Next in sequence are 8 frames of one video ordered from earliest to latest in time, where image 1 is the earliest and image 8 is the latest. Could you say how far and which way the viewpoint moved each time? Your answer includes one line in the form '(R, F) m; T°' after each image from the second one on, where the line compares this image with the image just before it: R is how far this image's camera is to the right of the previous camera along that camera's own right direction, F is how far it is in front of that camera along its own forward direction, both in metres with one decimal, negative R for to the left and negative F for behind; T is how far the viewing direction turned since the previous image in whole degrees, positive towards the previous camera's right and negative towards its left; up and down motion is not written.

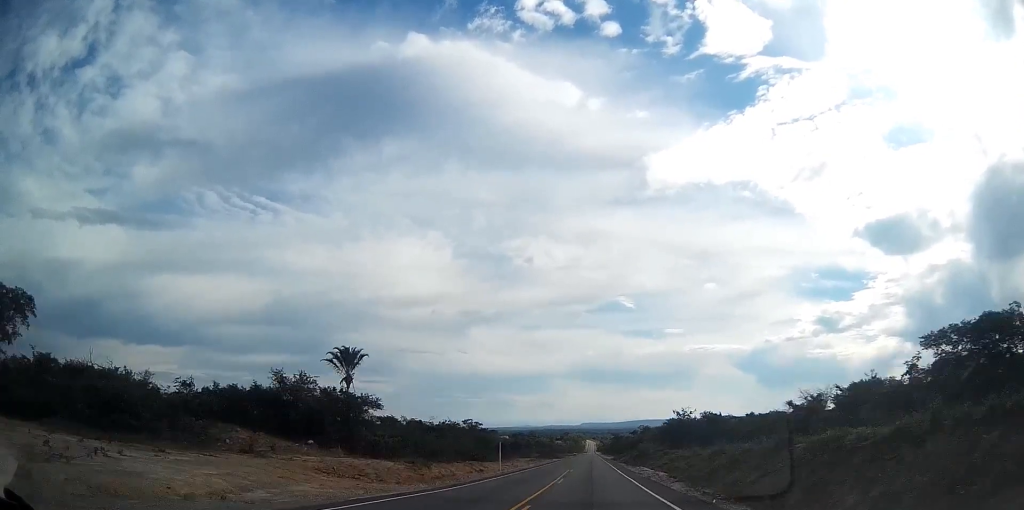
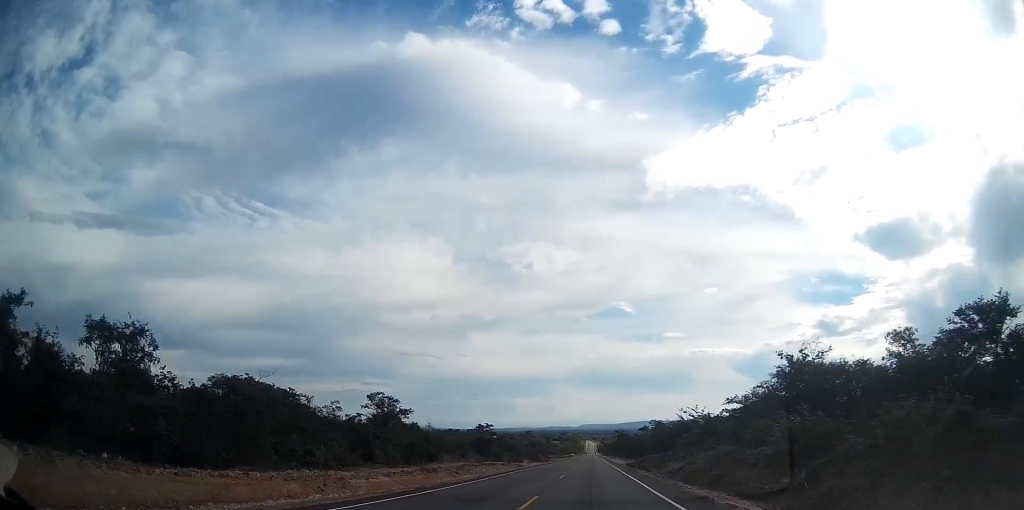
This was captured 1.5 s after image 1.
(-0.1, +59.9) m; 0°
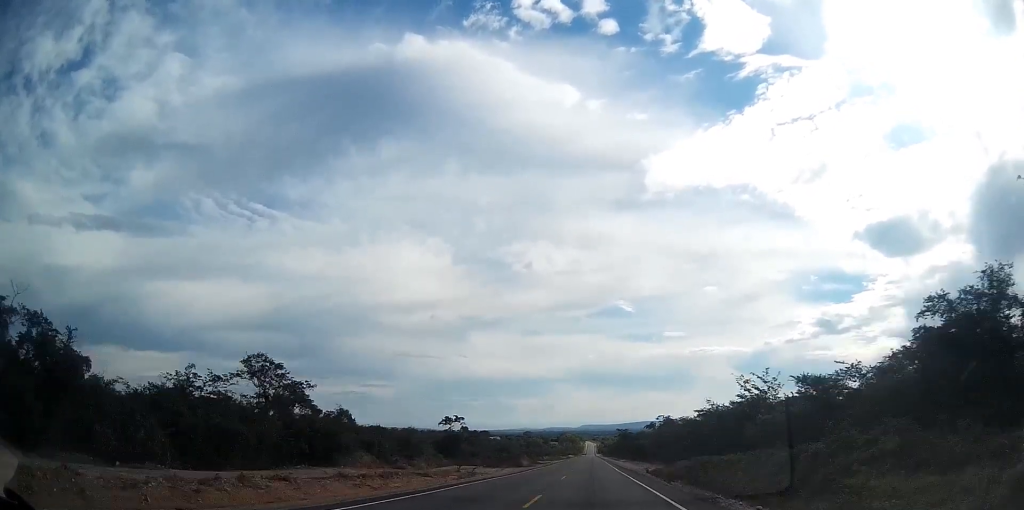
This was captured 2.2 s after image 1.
(-0.2, +28.7) m; 0°
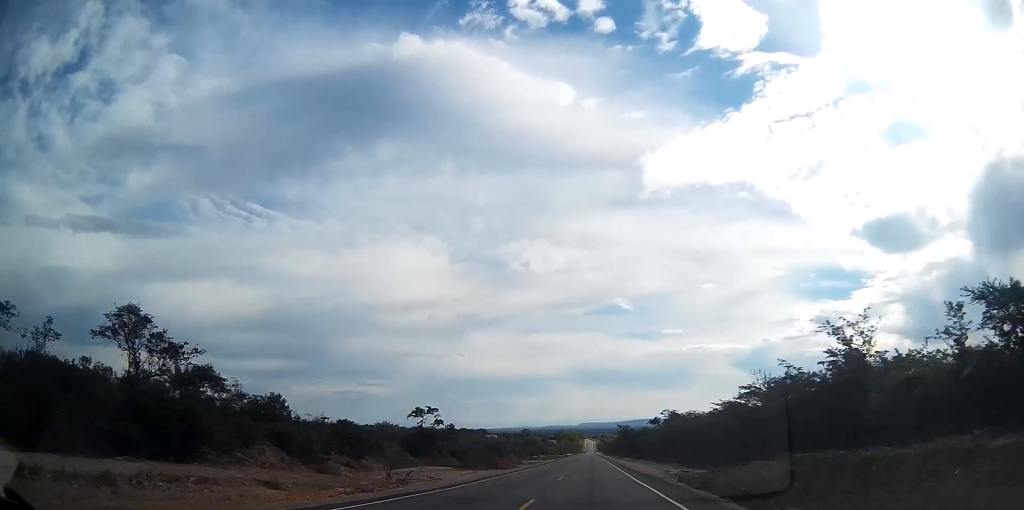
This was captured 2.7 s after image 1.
(+0.1, +17.7) m; 0°
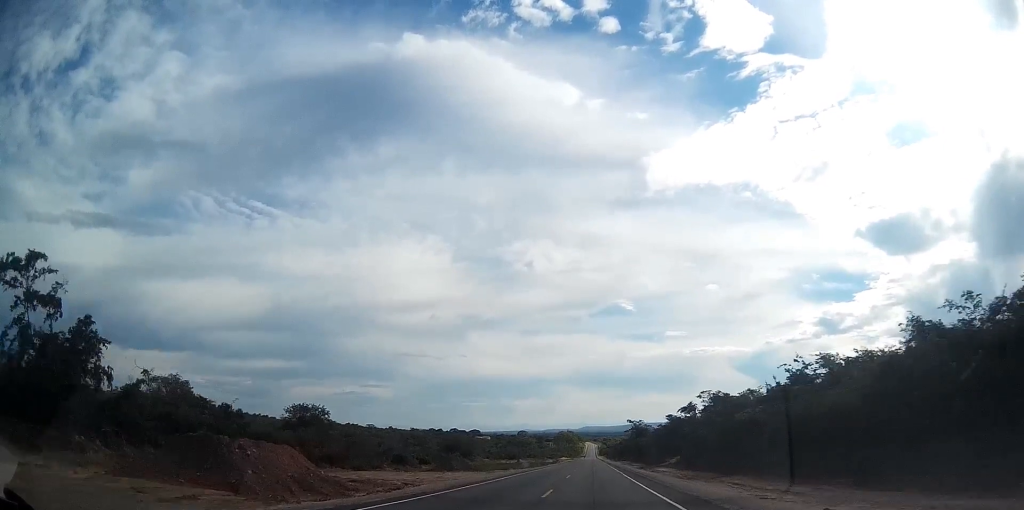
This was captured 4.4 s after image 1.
(+0.1, +71.4) m; 0°
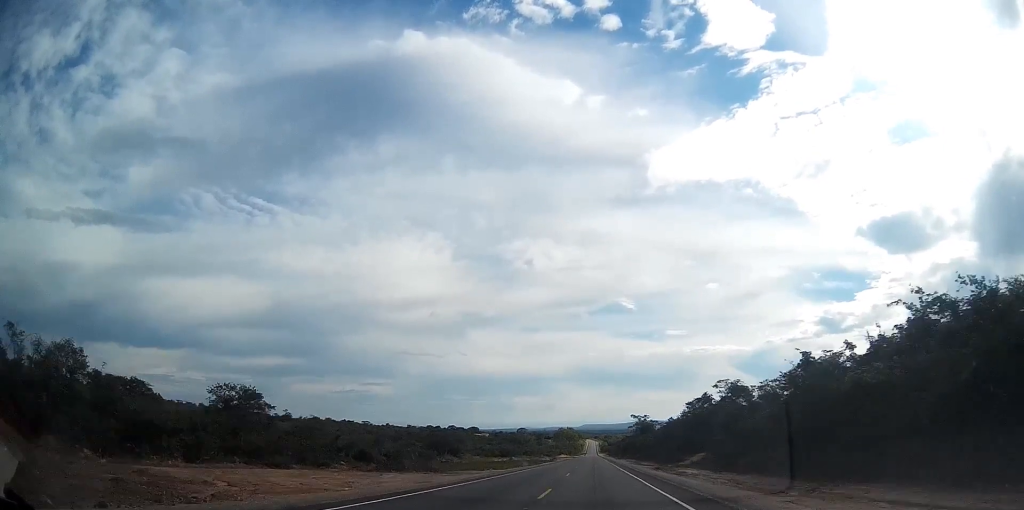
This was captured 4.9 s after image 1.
(+0.1, +19.6) m; 0°
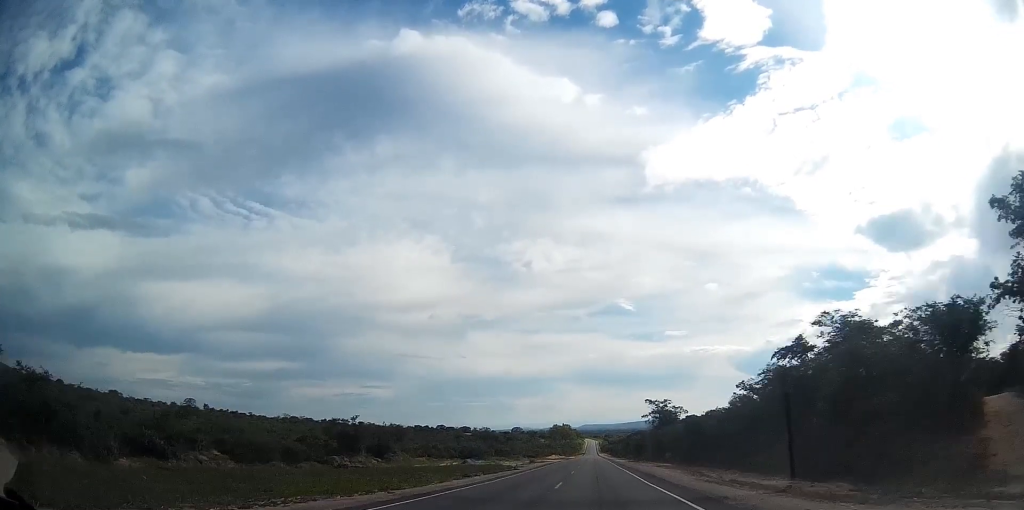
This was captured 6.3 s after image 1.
(-0.3, +57.5) m; 0°
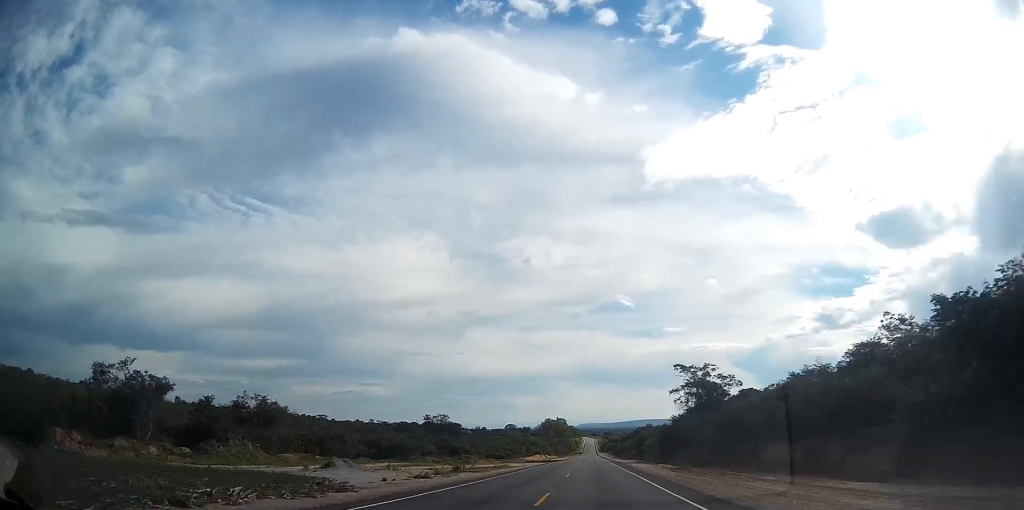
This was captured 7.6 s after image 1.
(+0.2, +52.9) m; 0°
